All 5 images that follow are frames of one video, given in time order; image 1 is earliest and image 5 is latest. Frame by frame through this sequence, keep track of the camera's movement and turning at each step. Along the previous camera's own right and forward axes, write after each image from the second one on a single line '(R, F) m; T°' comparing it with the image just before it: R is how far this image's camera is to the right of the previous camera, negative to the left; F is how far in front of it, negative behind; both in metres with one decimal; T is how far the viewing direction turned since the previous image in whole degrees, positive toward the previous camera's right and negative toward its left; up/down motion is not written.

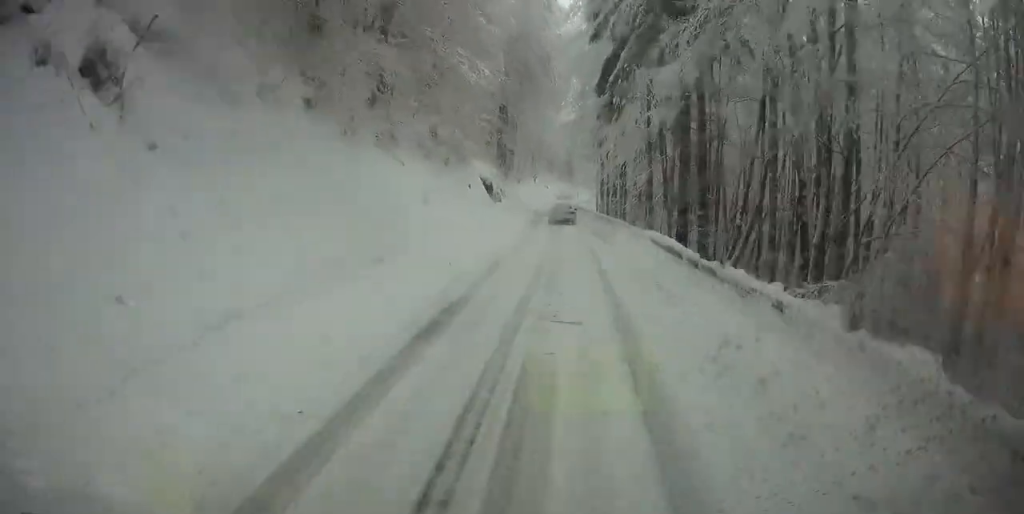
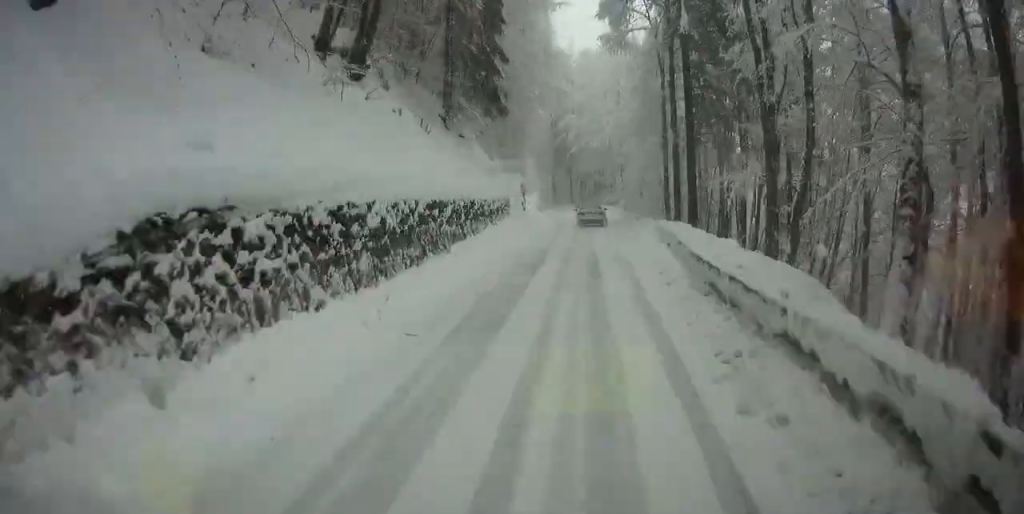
(+8.1, +126.6) m; +9°
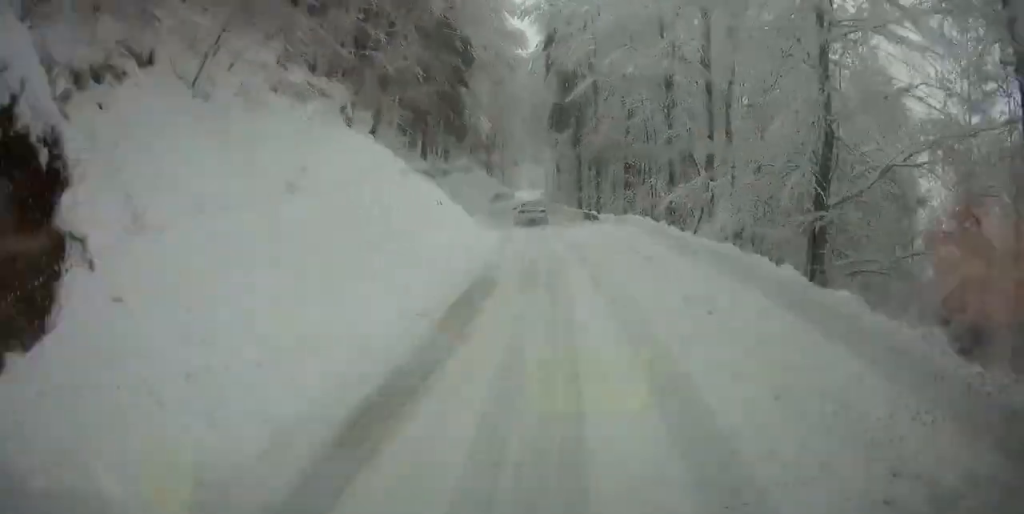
(-0.9, +47.0) m; -6°
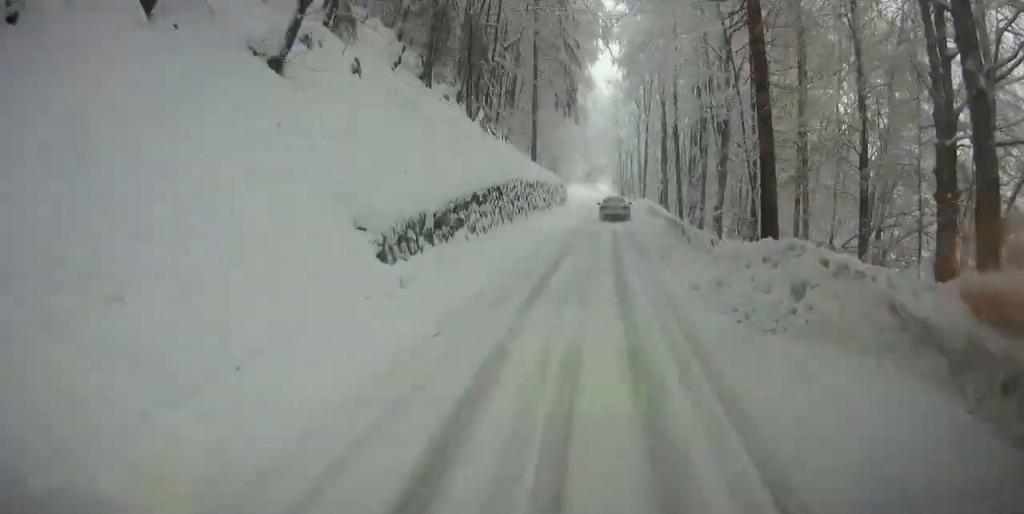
(-3.7, +75.7) m; -1°
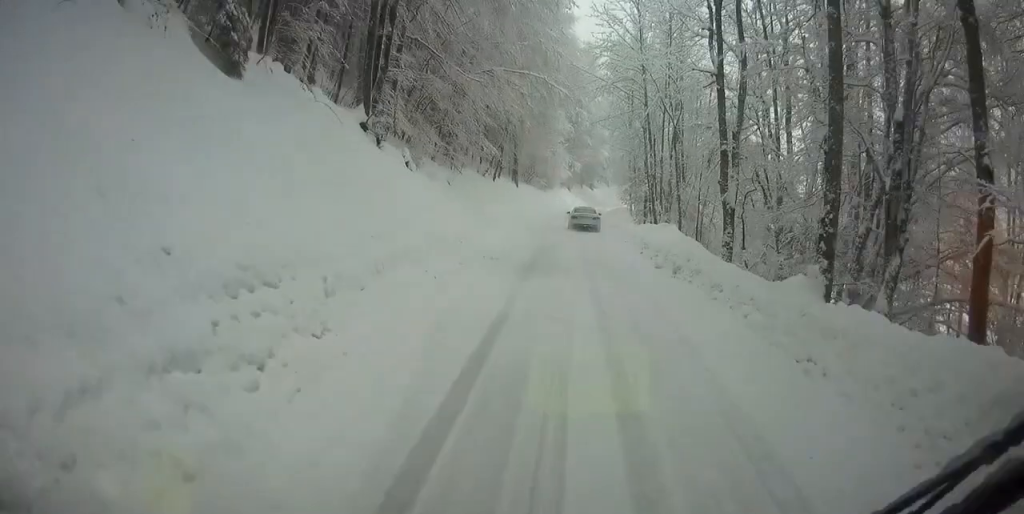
(+1.8, +59.6) m; +3°
